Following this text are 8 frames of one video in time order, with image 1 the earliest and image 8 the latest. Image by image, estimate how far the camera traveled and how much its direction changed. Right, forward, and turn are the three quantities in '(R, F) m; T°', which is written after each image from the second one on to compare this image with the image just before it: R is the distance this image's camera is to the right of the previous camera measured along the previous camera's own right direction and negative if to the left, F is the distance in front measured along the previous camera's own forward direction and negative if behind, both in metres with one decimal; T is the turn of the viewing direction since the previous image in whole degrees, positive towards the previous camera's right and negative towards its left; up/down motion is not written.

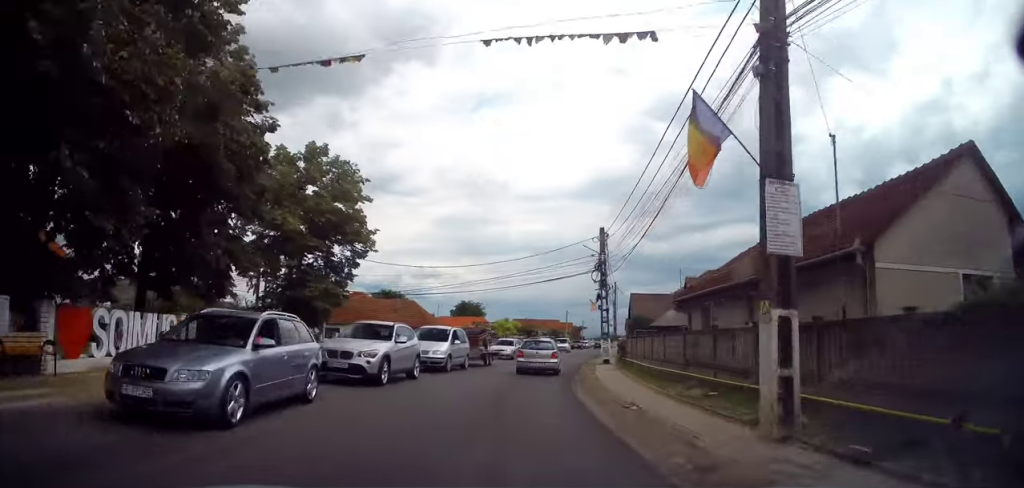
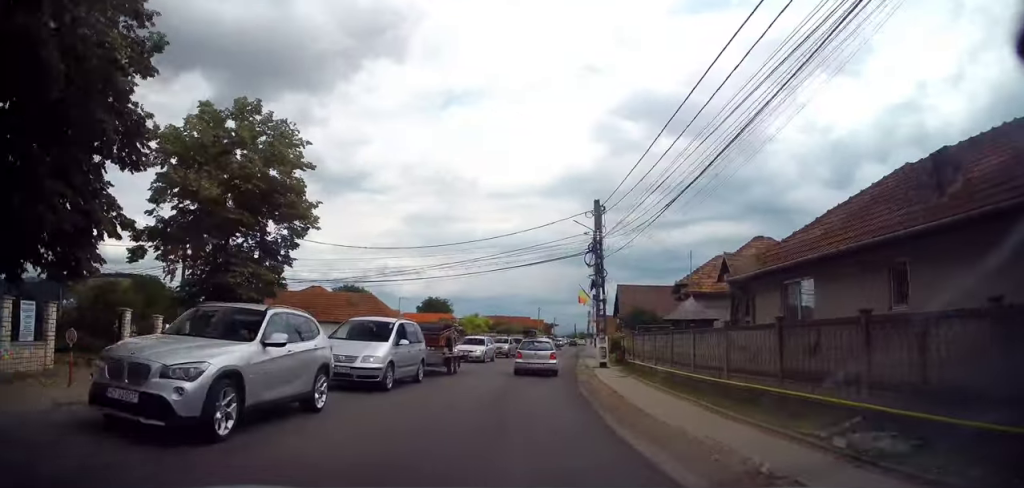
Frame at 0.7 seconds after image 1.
(+0.5, +6.9) m; +4°
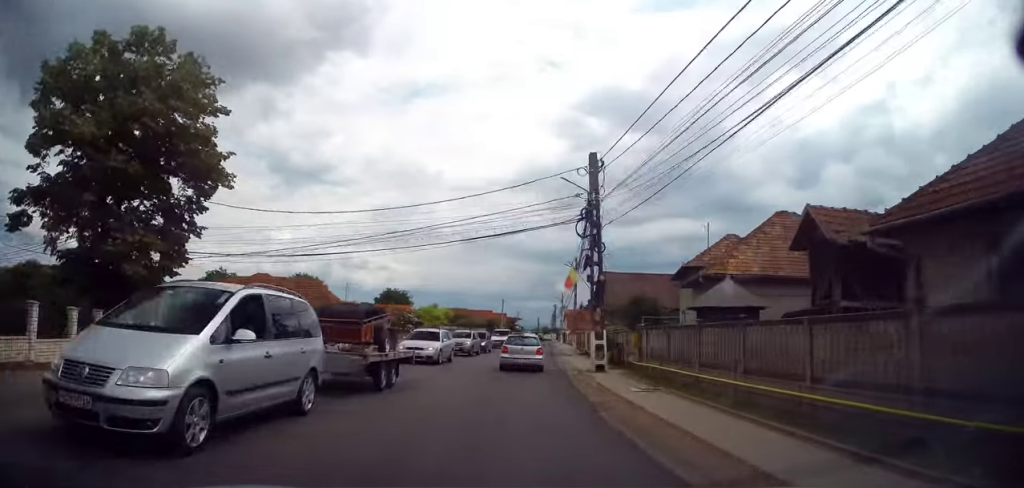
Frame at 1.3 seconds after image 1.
(+0.1, +6.8) m; +1°
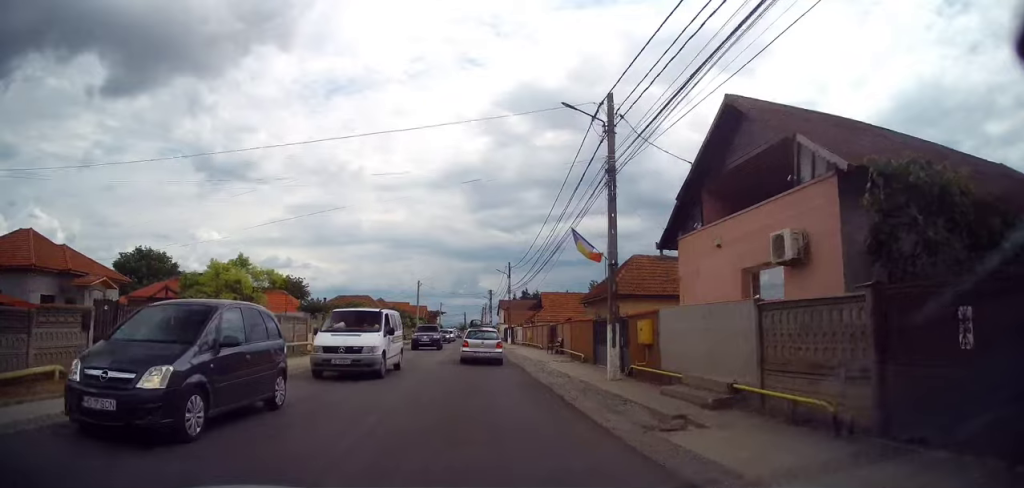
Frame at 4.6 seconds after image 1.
(+2.6, +32.3) m; +9°
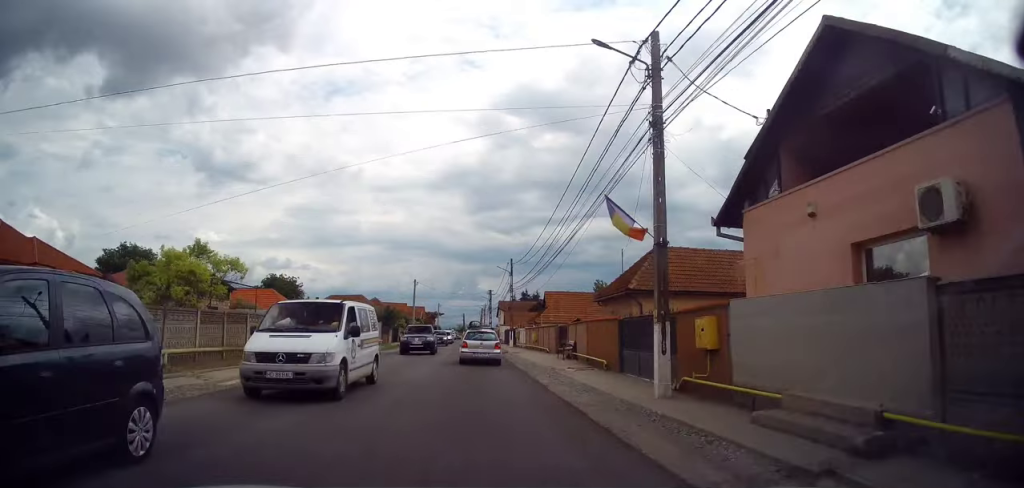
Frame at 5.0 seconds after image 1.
(0.0, +3.8) m; 0°
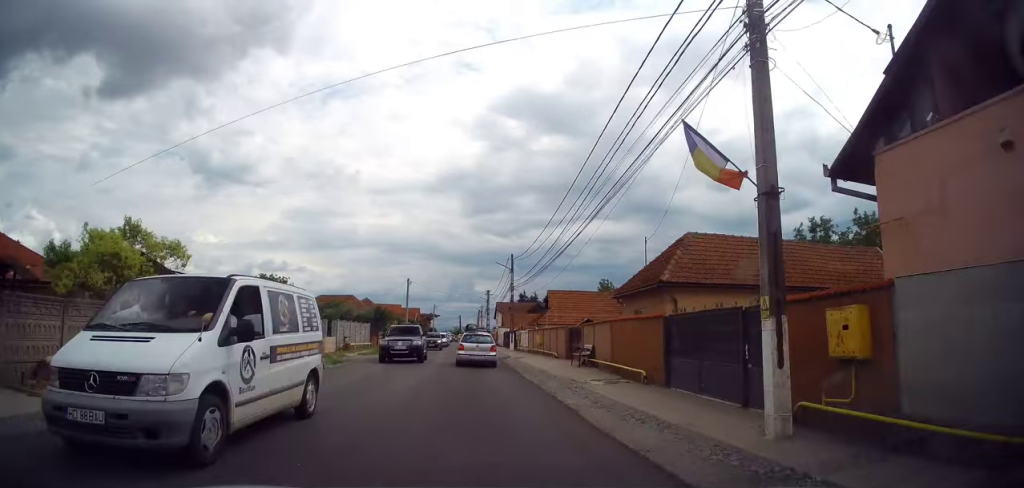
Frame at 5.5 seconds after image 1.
(+0.1, +4.4) m; 0°
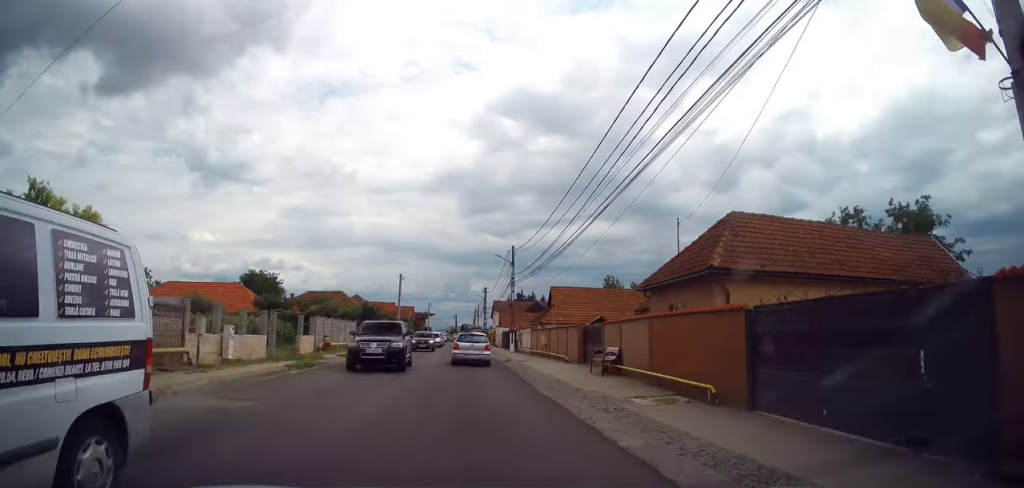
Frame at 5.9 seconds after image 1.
(0.0, +4.4) m; 0°
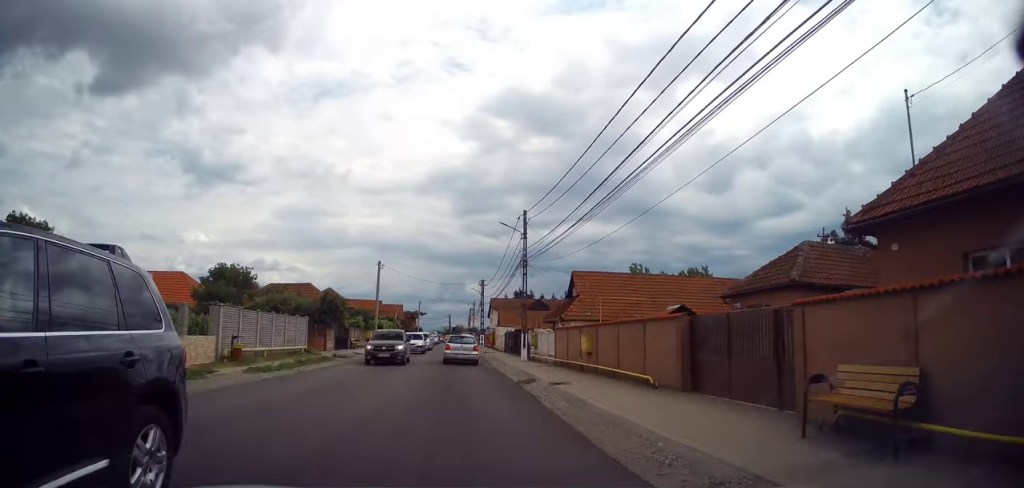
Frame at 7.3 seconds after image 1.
(0.0, +12.9) m; -1°
